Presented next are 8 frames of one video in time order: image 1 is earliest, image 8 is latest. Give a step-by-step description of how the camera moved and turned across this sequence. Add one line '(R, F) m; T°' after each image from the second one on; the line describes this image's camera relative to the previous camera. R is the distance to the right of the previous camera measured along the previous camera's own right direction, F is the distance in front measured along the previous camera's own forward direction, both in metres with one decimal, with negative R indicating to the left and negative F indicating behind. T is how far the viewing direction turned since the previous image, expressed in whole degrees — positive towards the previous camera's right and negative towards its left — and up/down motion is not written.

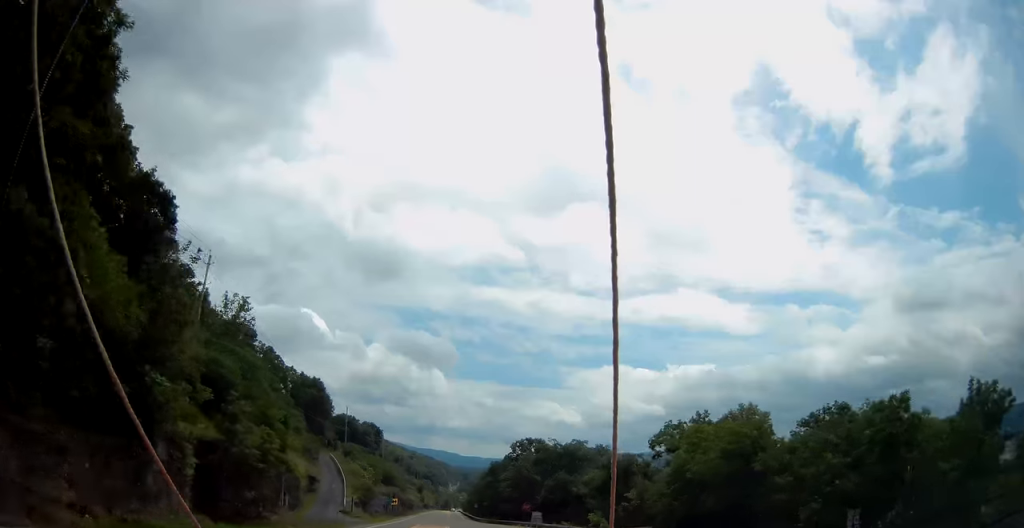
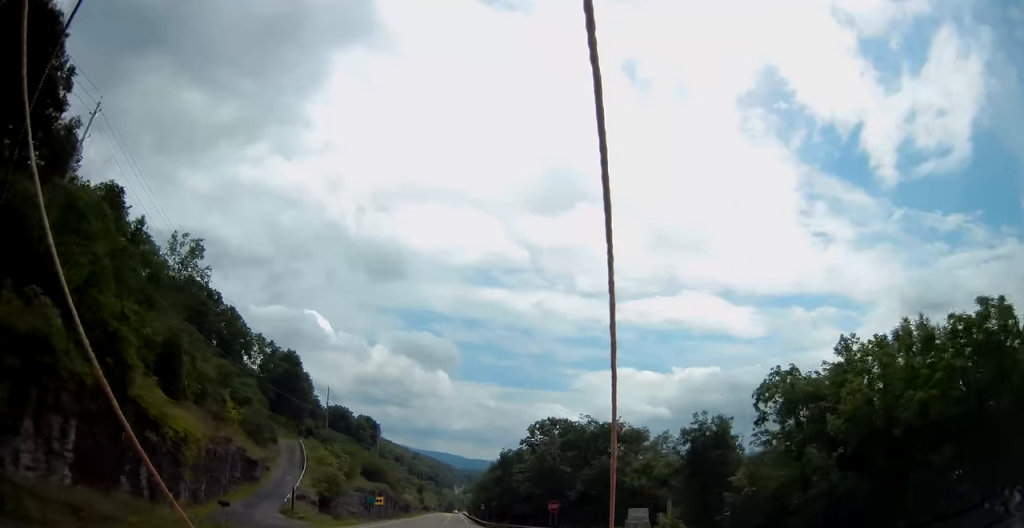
(+0.2, +24.0) m; 0°
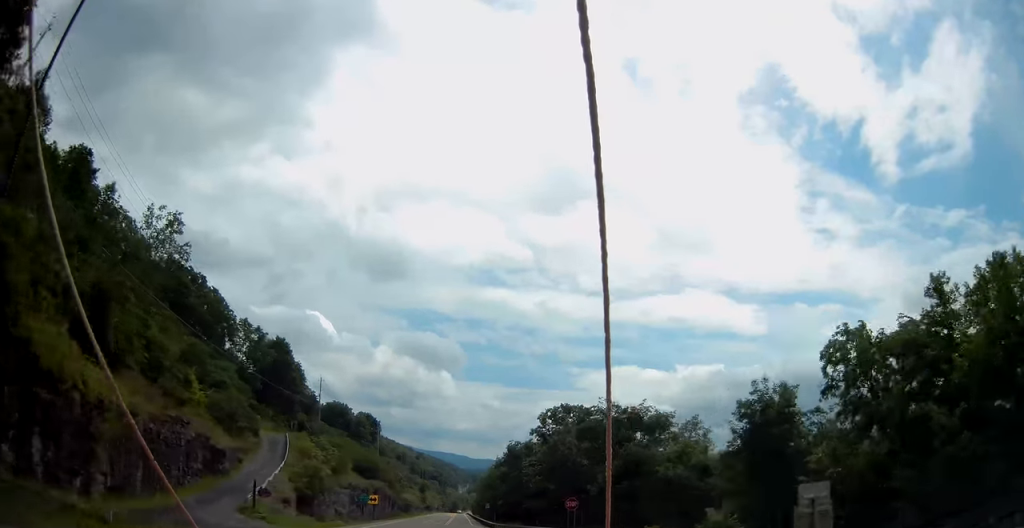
(-0.1, +8.8) m; -1°
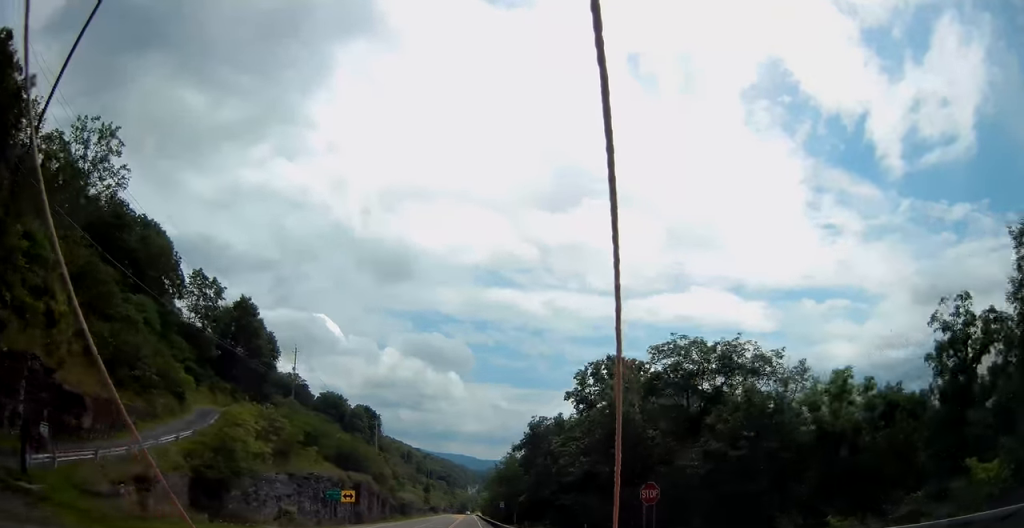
(-0.3, +21.5) m; -1°
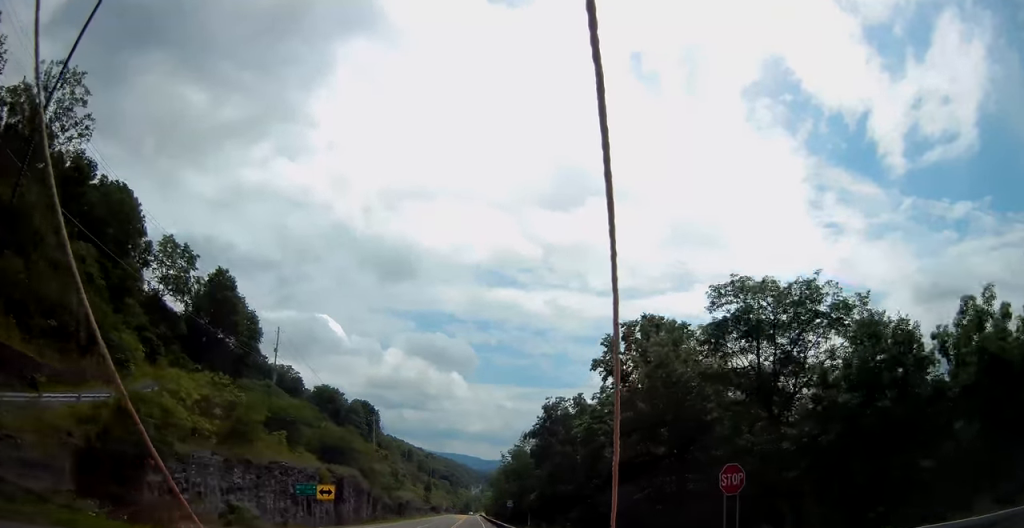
(-0.1, +10.4) m; 0°
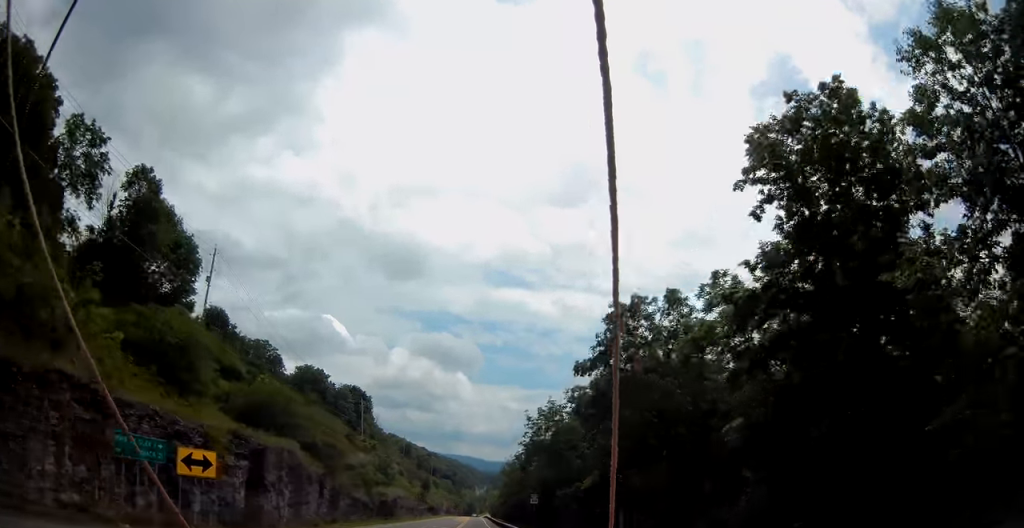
(-0.1, +25.2) m; 0°
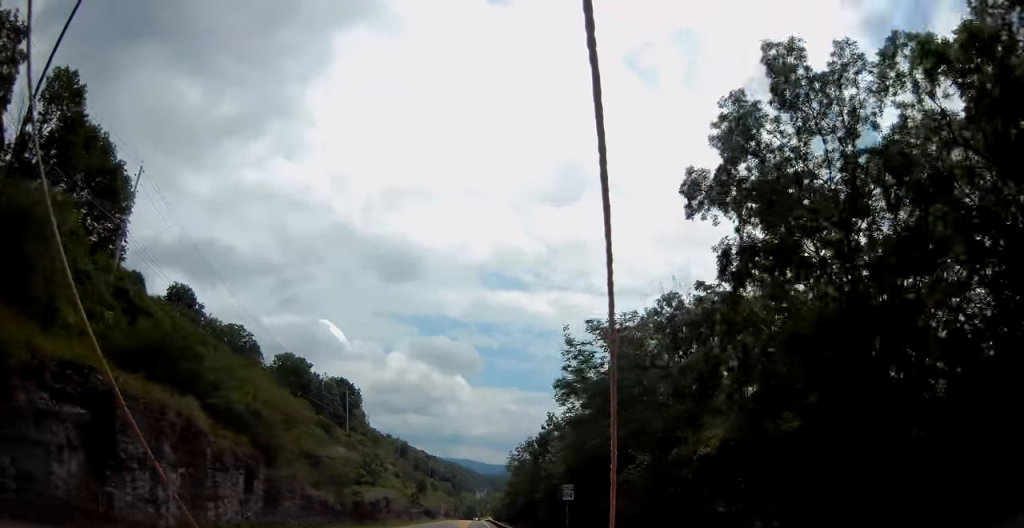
(0.0, +16.9) m; -1°
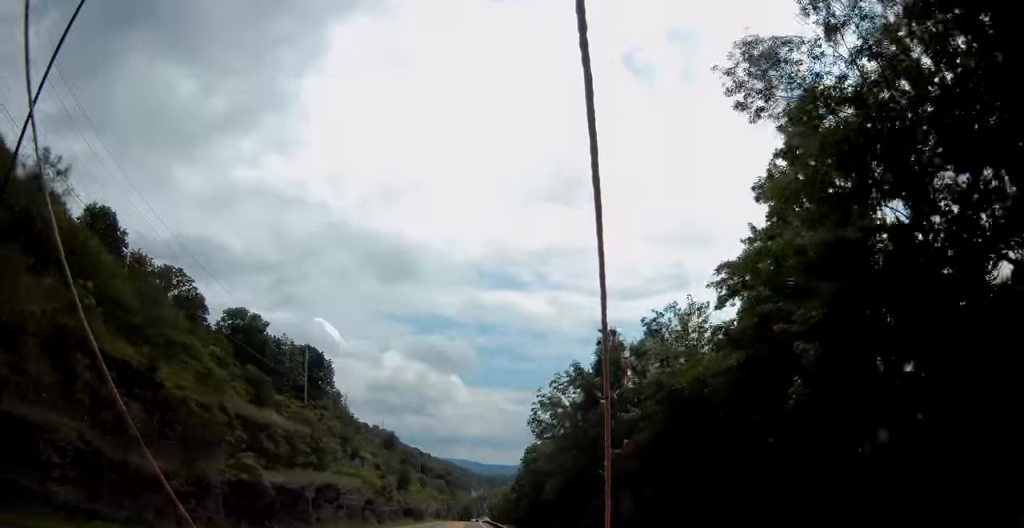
(-0.1, +31.1) m; +1°
